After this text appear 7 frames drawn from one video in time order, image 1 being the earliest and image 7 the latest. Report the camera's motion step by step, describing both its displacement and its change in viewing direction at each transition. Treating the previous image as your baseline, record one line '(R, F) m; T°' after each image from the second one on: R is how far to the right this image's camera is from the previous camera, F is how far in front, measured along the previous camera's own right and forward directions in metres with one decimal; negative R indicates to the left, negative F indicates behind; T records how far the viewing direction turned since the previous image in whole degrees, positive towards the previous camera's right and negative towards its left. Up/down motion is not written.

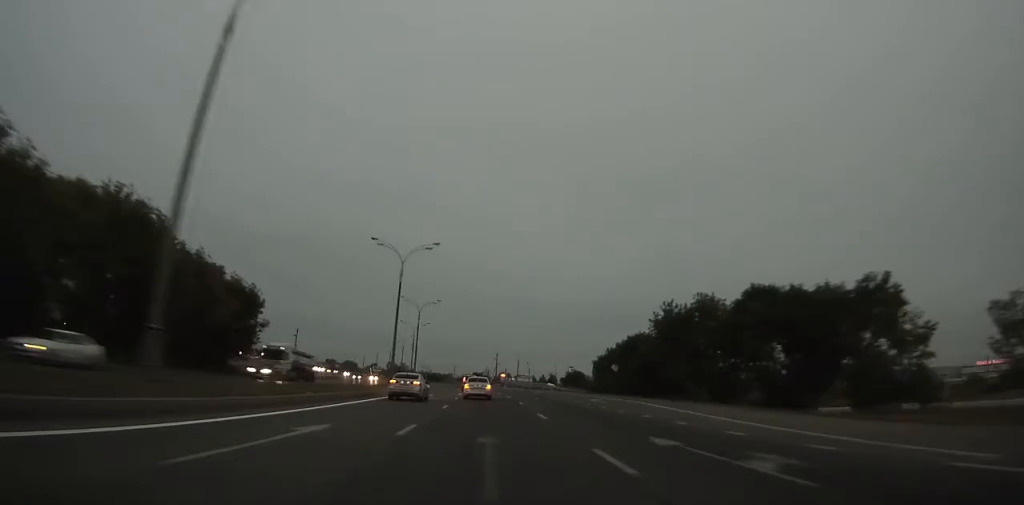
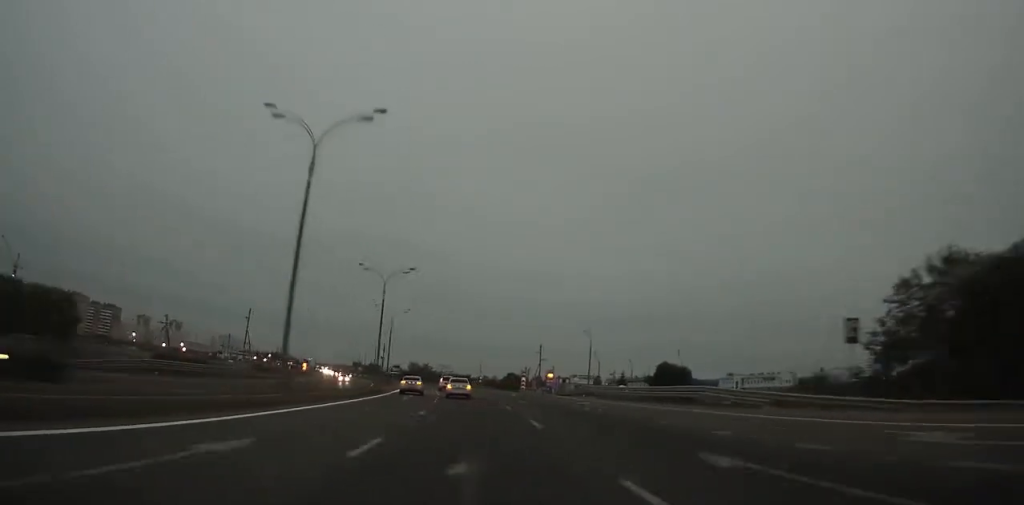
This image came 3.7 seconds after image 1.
(-0.9, +63.3) m; -3°
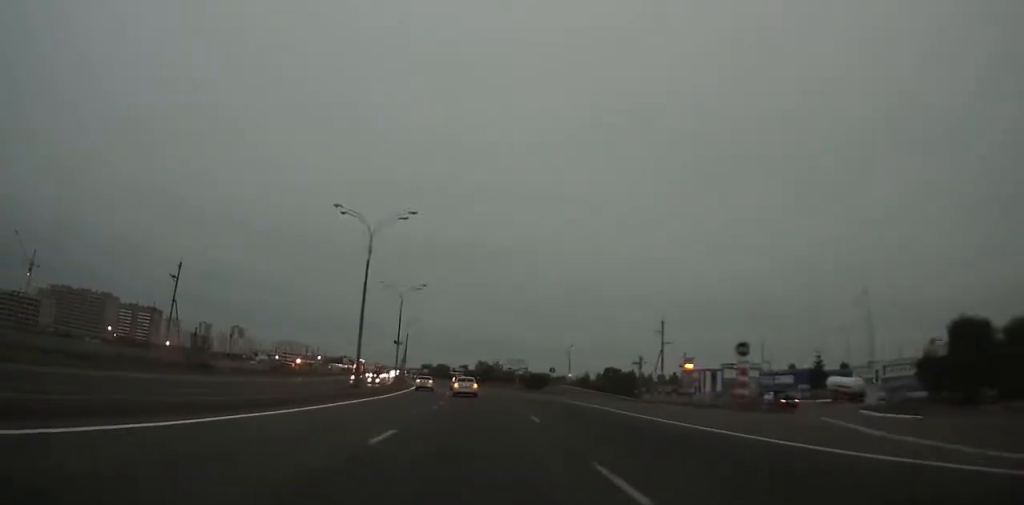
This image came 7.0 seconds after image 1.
(-2.6, +57.6) m; -6°
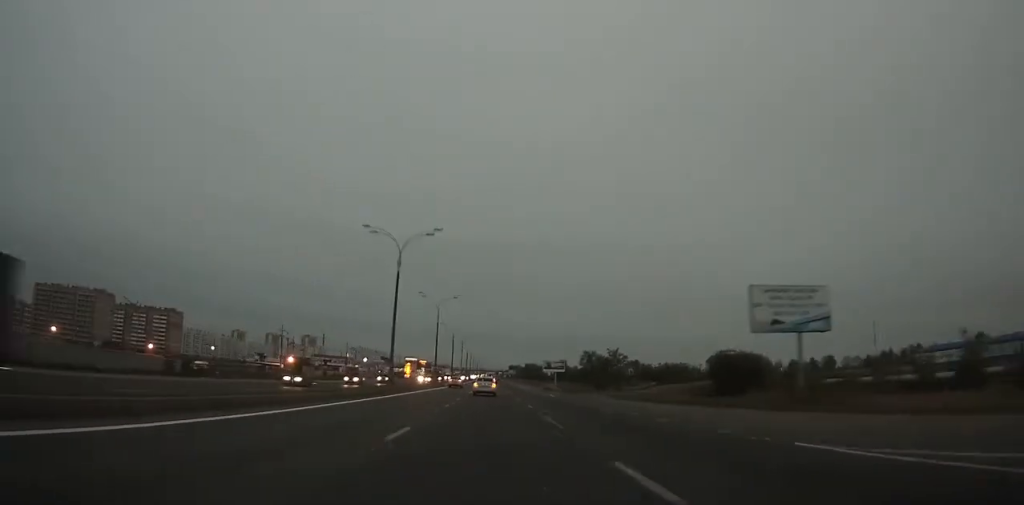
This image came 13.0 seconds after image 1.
(-9.4, +107.0) m; -8°
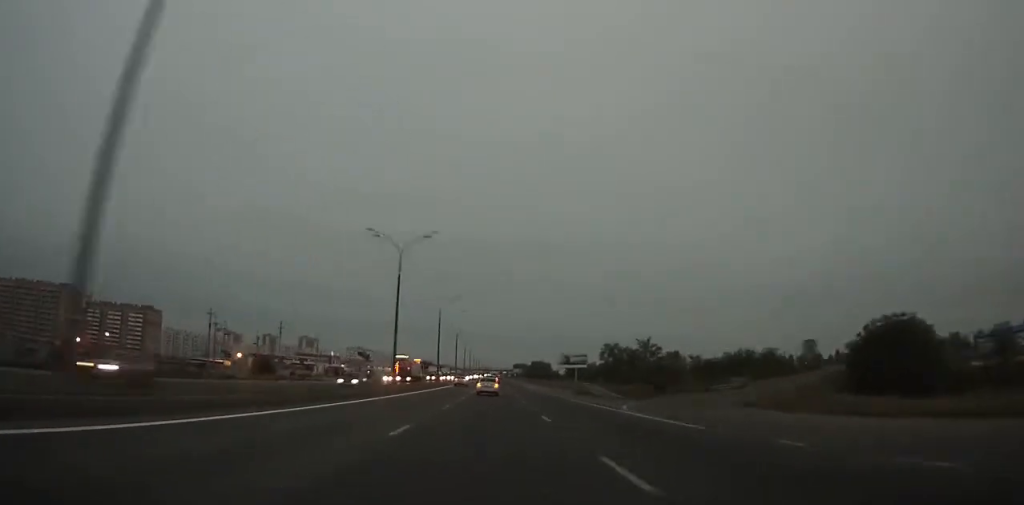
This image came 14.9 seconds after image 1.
(-0.6, +34.6) m; -1°
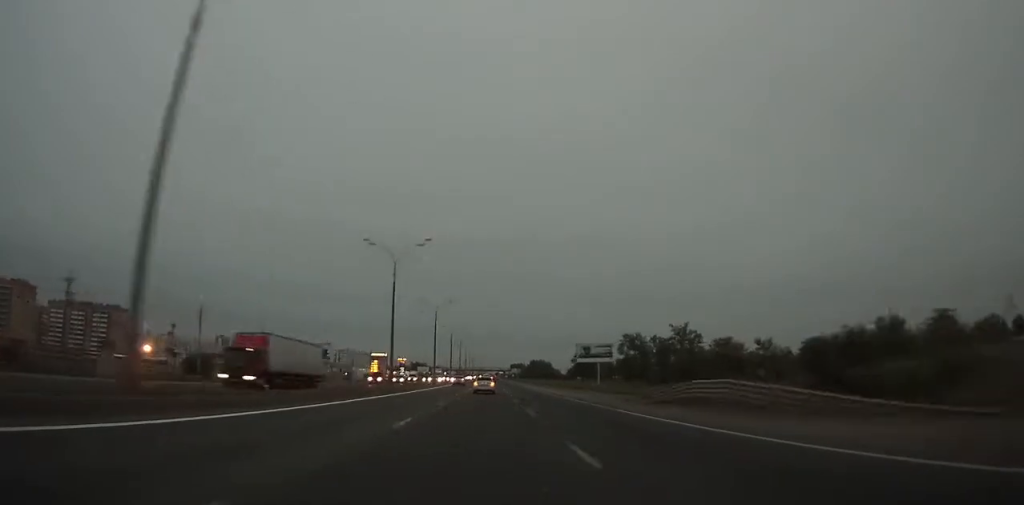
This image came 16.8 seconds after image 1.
(-0.1, +34.9) m; 0°
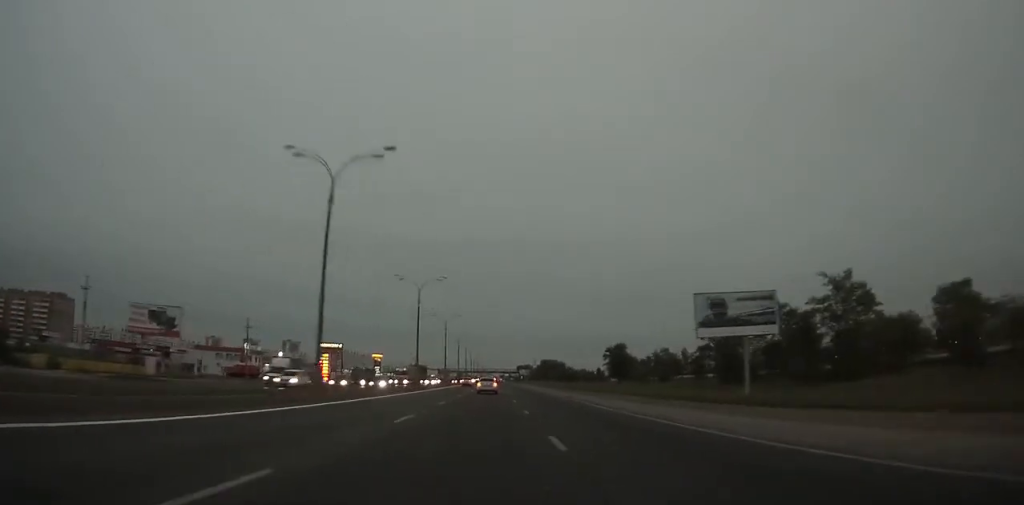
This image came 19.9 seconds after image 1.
(-0.5, +57.6) m; -1°
